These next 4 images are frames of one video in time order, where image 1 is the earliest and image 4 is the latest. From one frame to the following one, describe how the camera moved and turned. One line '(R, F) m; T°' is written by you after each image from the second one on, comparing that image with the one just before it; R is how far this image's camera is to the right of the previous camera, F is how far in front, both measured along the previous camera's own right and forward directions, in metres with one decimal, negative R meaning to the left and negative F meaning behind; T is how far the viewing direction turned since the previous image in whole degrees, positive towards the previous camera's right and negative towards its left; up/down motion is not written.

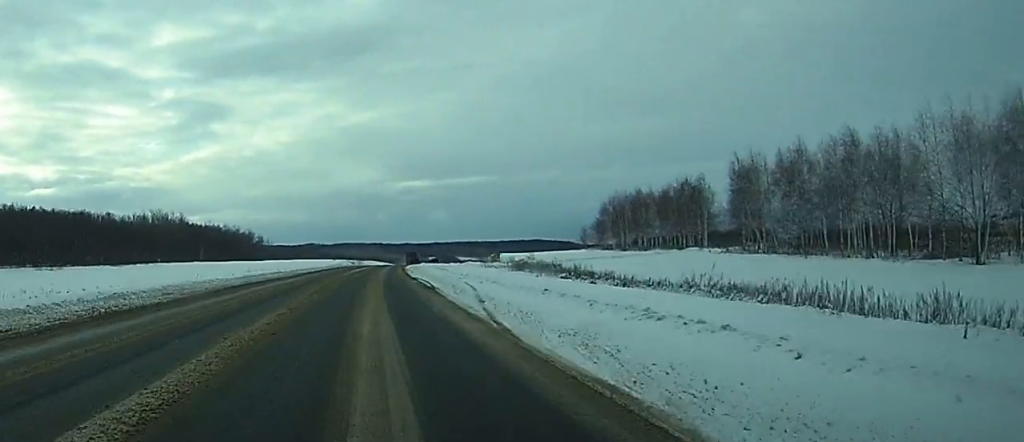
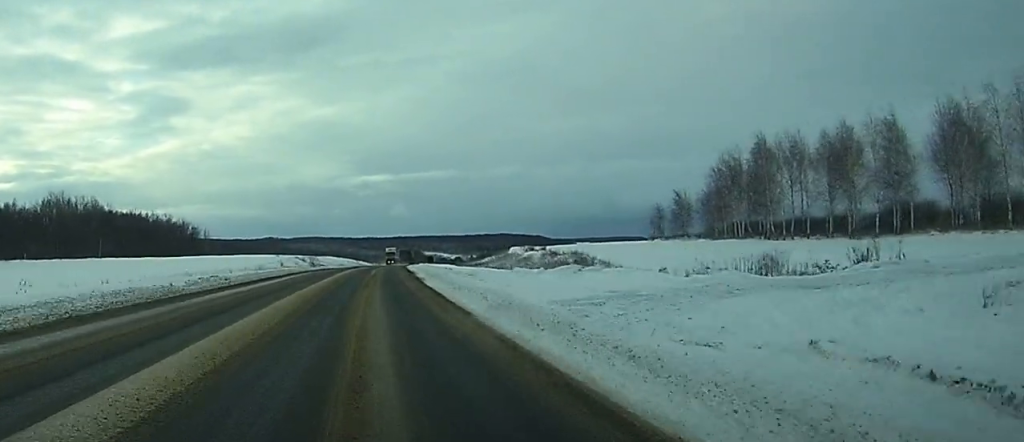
(+2.0, +81.4) m; +3°
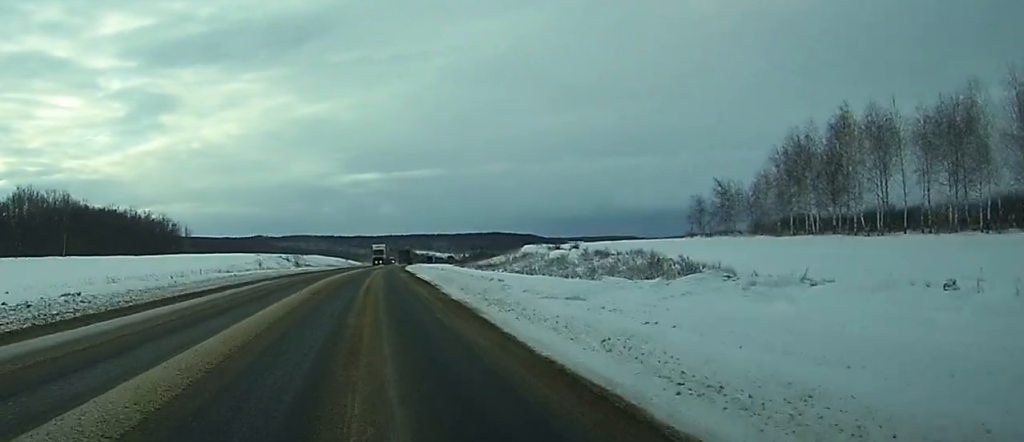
(+0.1, +21.8) m; 0°
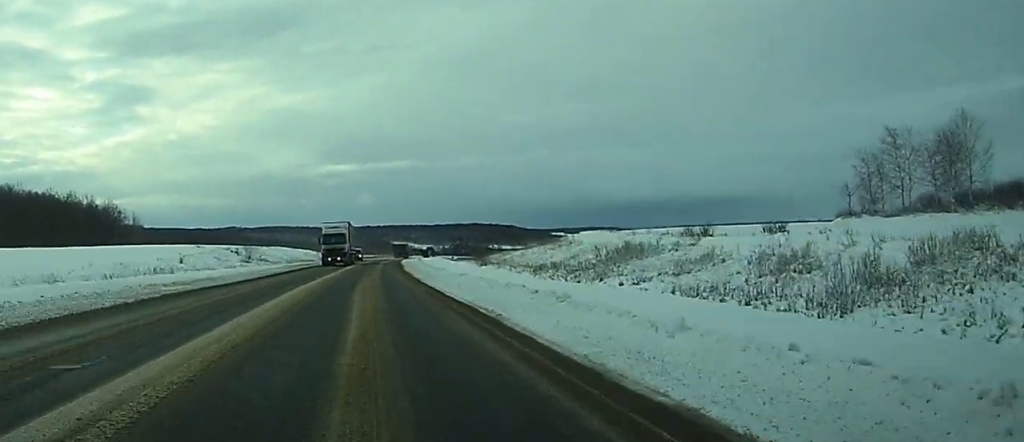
(+0.5, +50.9) m; +2°
